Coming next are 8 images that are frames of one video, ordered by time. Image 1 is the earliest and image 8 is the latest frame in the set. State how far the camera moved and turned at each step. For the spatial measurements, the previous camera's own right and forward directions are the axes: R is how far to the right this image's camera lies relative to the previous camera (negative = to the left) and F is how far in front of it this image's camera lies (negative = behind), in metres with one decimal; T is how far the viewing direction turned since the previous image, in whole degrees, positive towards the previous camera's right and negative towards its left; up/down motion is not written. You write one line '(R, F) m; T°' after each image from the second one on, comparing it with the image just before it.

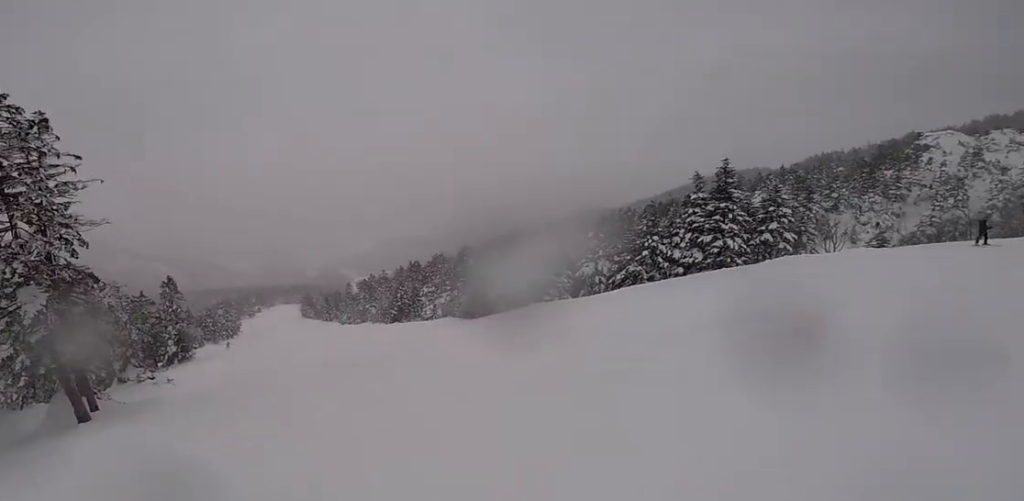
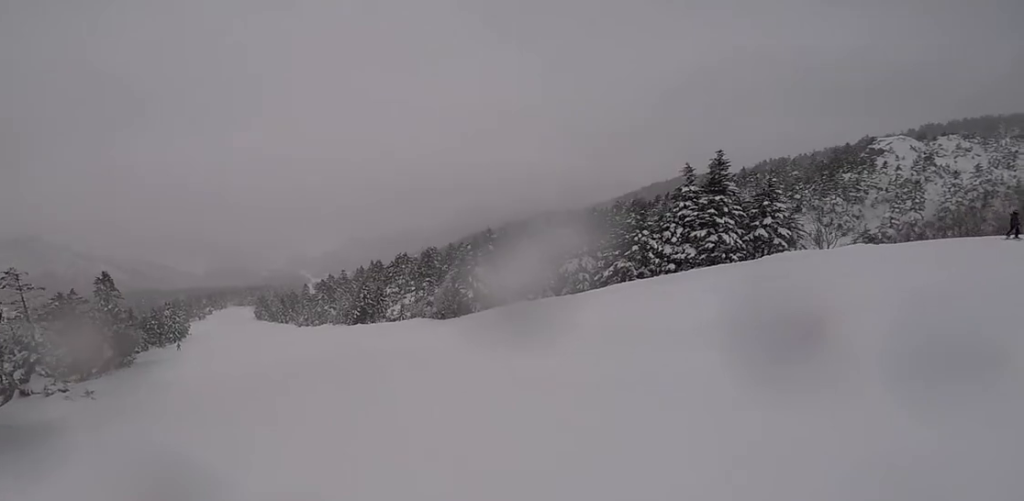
(+0.1, +3.1) m; +4°
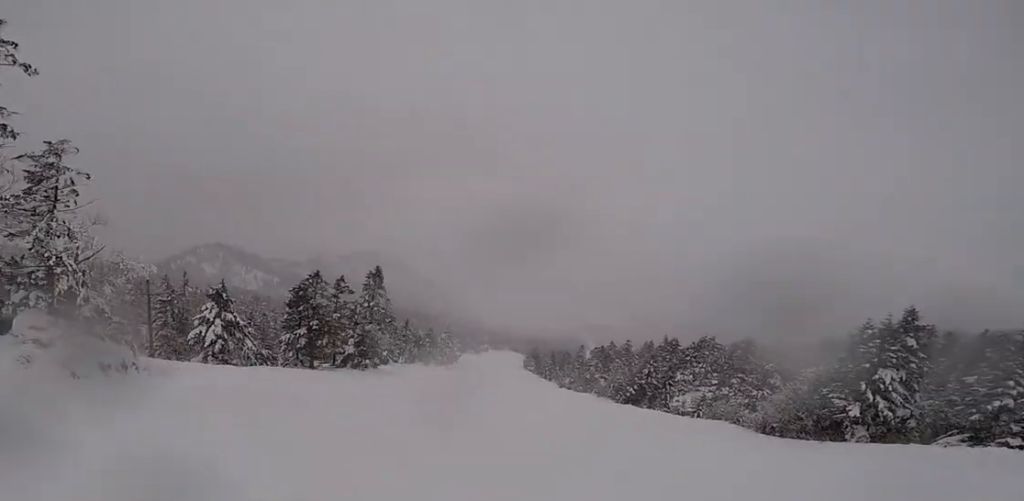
(+1.3, +14.8) m; -6°
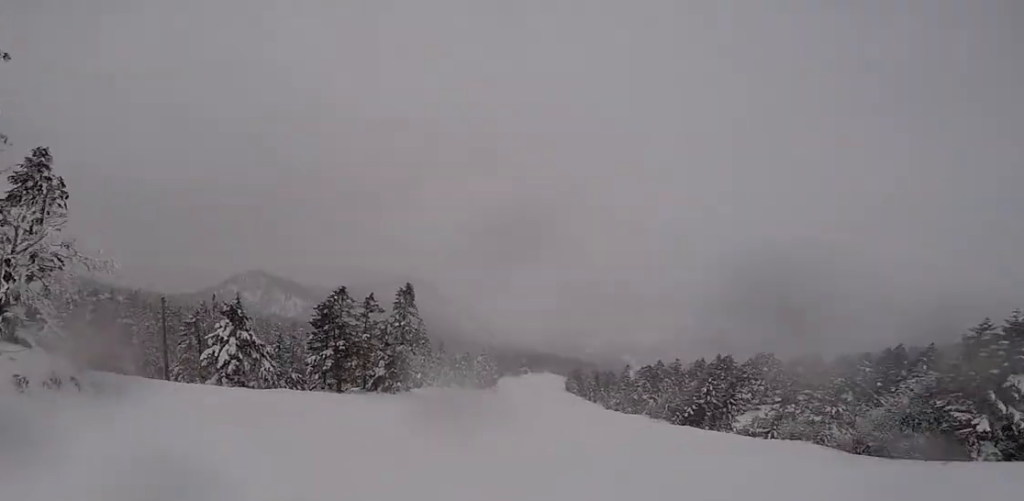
(-0.6, +3.7) m; -8°
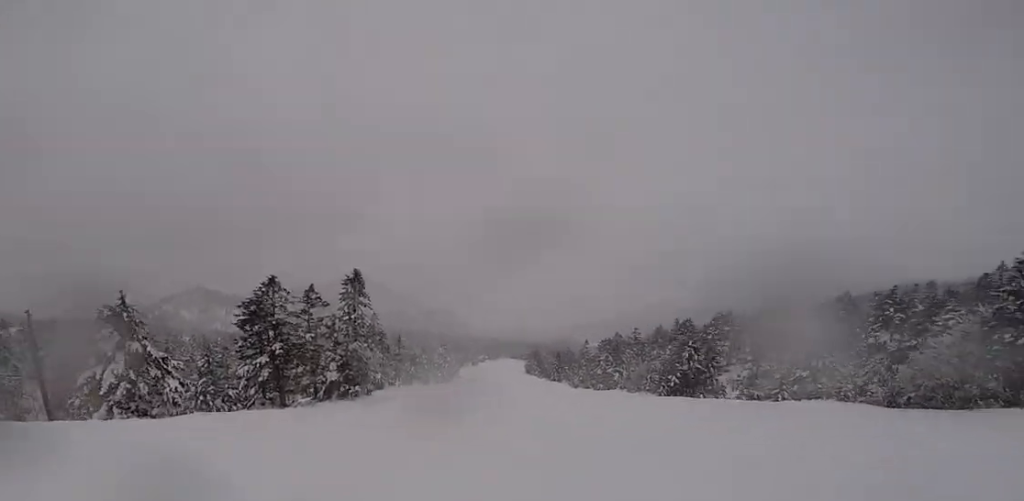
(-0.6, +7.0) m; -5°
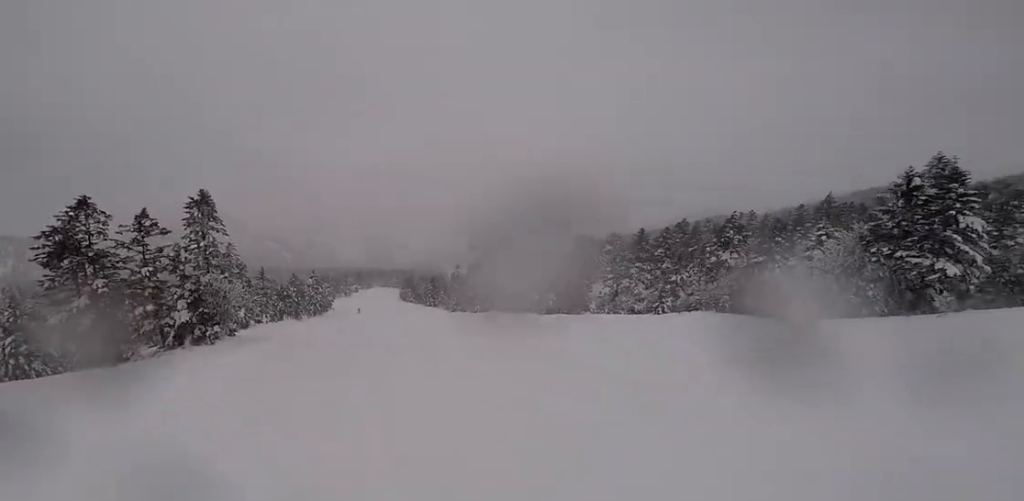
(-0.1, +4.3) m; +2°
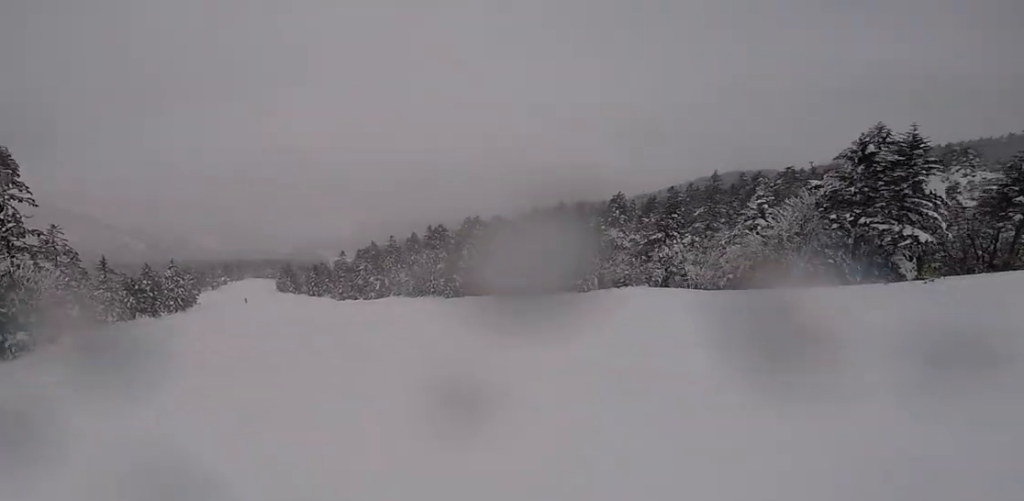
(-0.3, +6.7) m; +11°
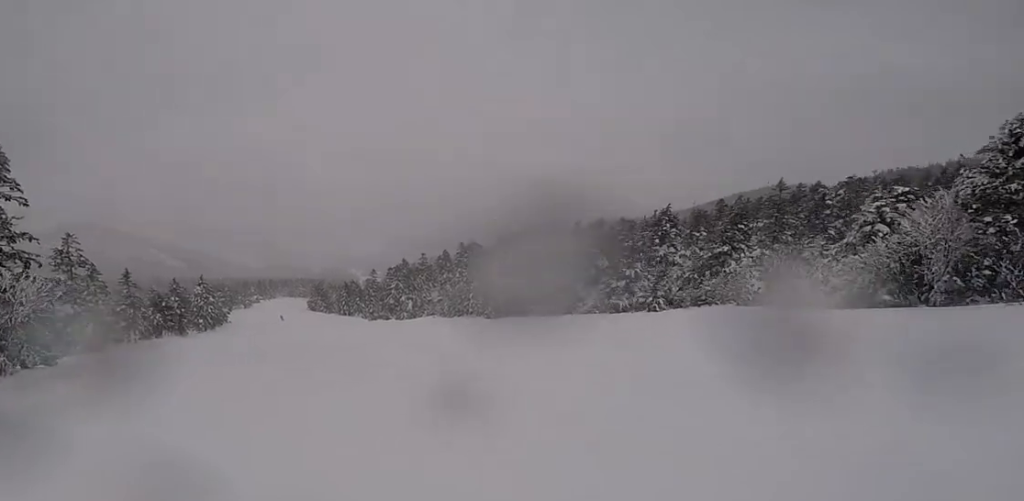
(+1.0, +4.5) m; +5°
